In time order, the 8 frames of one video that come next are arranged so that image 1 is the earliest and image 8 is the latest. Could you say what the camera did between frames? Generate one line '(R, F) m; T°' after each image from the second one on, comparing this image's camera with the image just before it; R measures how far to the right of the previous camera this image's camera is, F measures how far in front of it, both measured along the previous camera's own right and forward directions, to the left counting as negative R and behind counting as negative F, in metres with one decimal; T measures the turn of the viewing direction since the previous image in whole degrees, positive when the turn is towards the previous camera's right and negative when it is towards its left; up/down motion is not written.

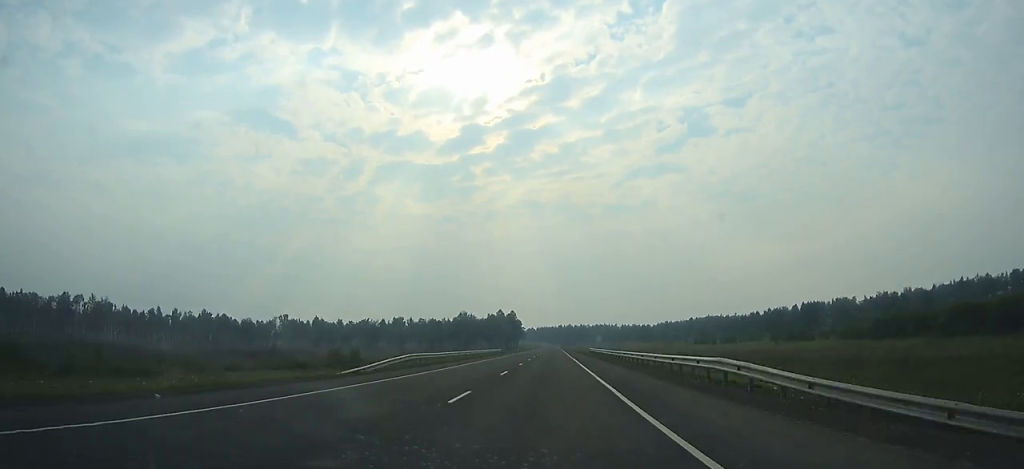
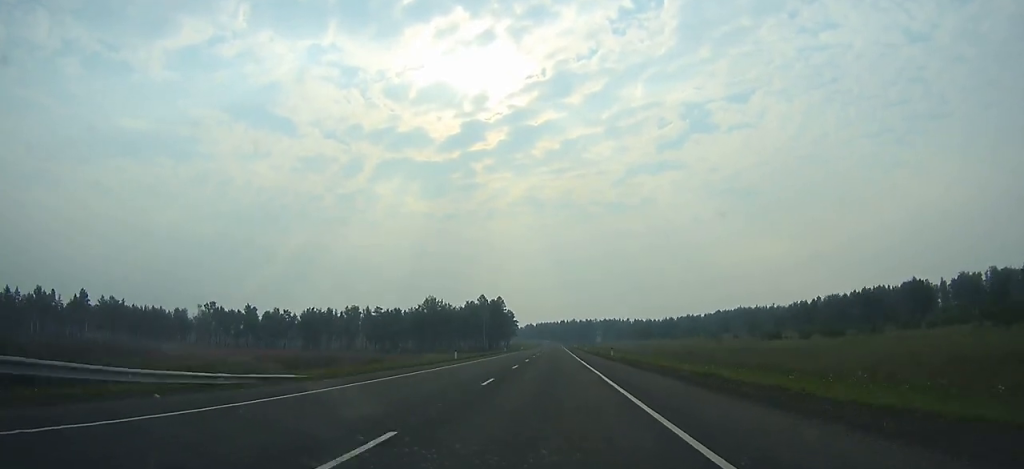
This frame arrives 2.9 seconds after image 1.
(-0.3, +90.5) m; 0°
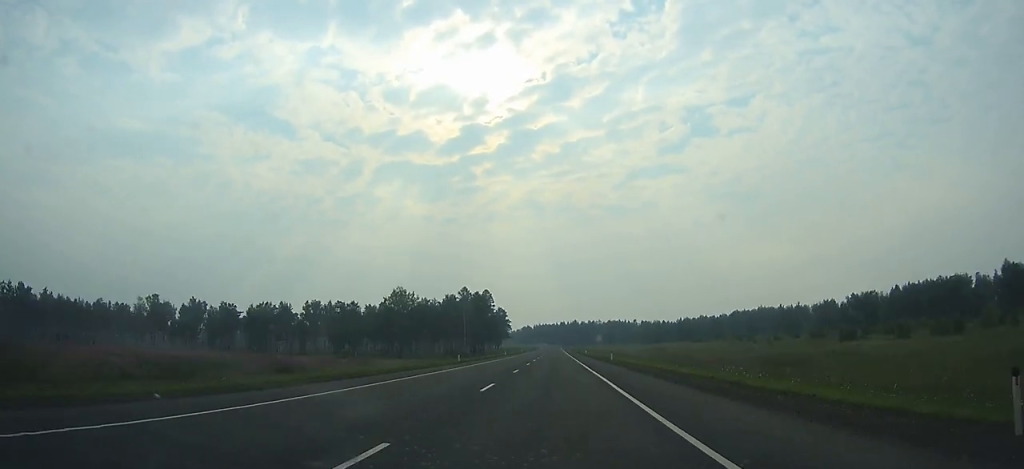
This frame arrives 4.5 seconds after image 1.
(0.0, +48.7) m; 0°
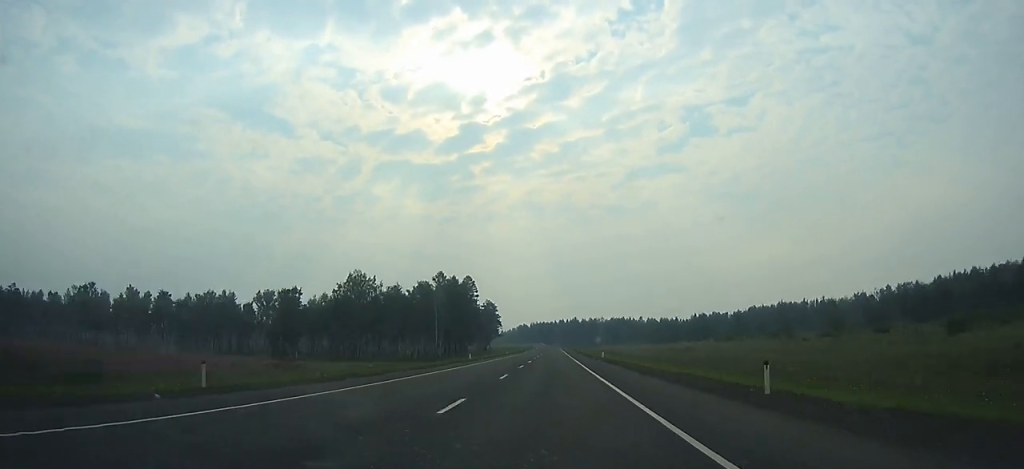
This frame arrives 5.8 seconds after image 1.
(+0.1, +39.0) m; 0°
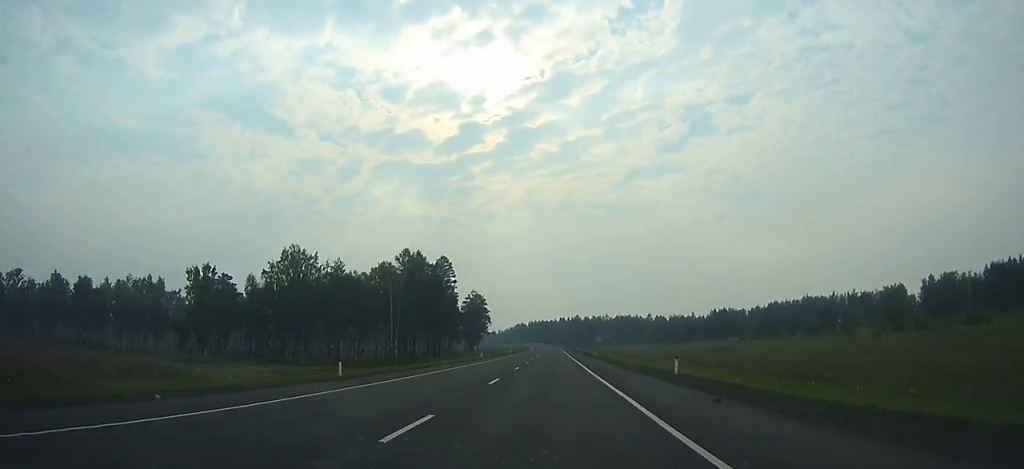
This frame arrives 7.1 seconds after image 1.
(0.0, +38.4) m; 0°
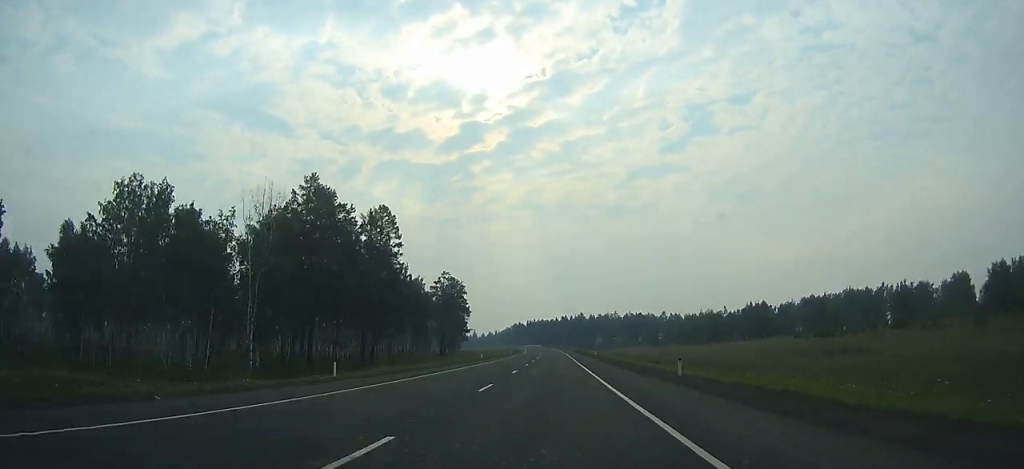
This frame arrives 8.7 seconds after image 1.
(+0.1, +46.5) m; 0°
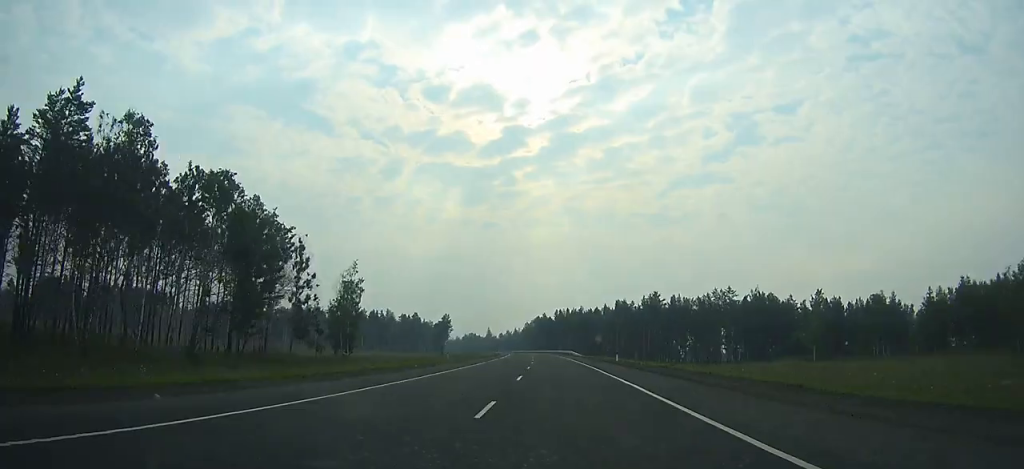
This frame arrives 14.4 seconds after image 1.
(-3.8, +166.7) m; -4°
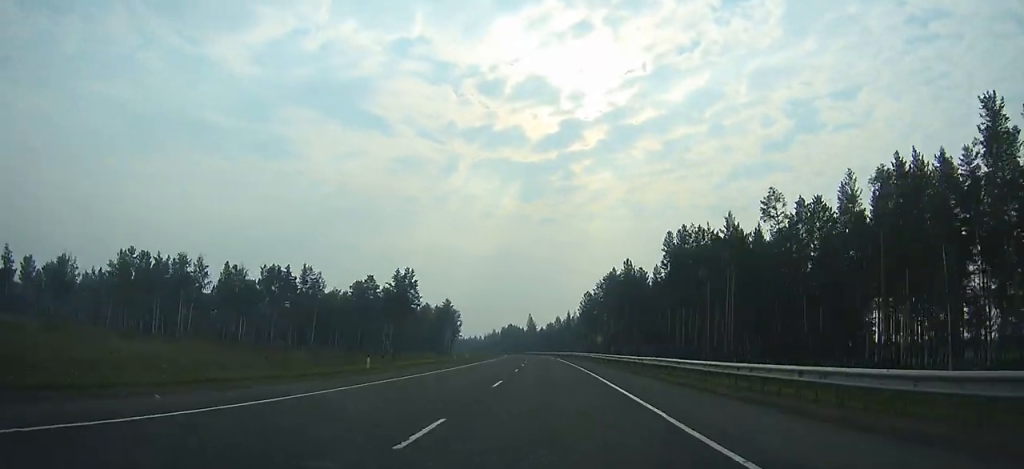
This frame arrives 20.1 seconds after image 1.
(-9.1, +169.1) m; -6°
